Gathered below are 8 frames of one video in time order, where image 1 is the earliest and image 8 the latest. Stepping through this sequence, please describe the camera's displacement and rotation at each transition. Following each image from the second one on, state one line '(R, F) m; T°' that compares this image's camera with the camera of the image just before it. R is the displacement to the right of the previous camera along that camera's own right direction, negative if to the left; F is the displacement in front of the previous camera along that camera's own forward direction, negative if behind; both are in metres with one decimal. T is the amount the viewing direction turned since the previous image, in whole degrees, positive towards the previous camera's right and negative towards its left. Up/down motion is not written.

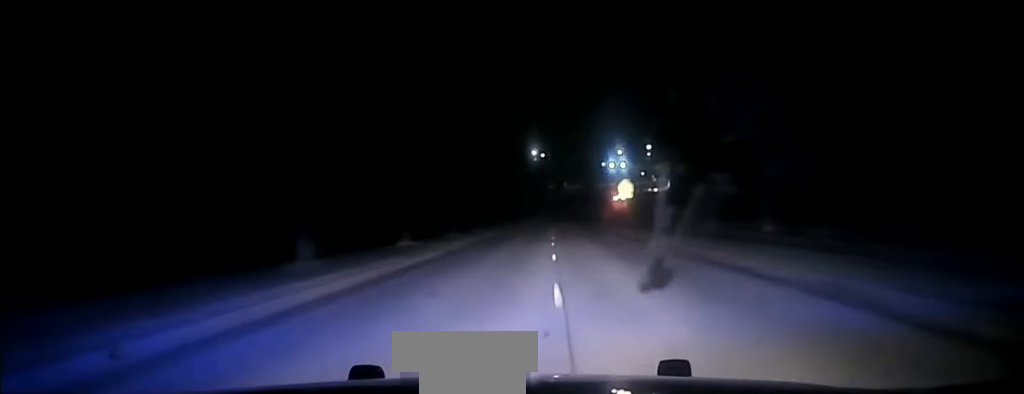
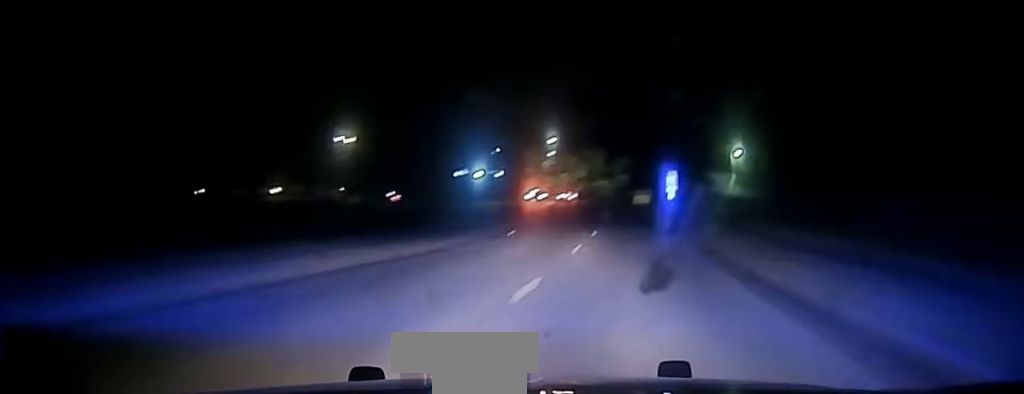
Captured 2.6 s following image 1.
(+2.5, +121.8) m; +4°
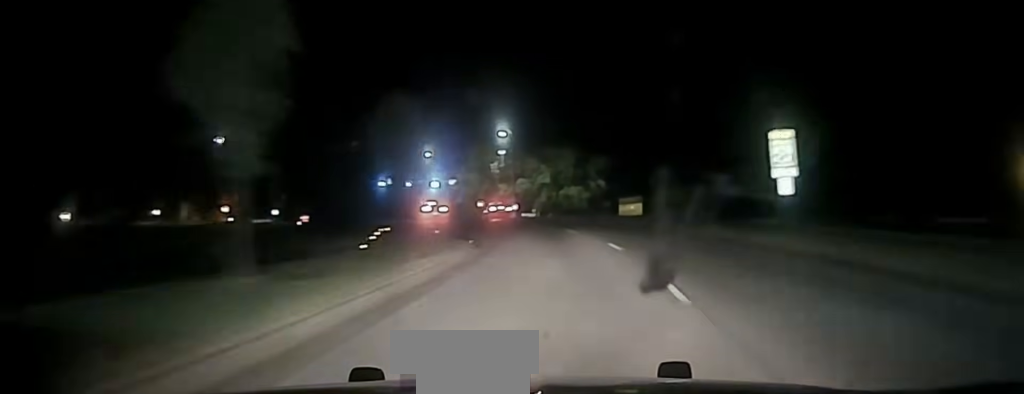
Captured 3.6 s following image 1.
(+1.5, +40.7) m; +4°
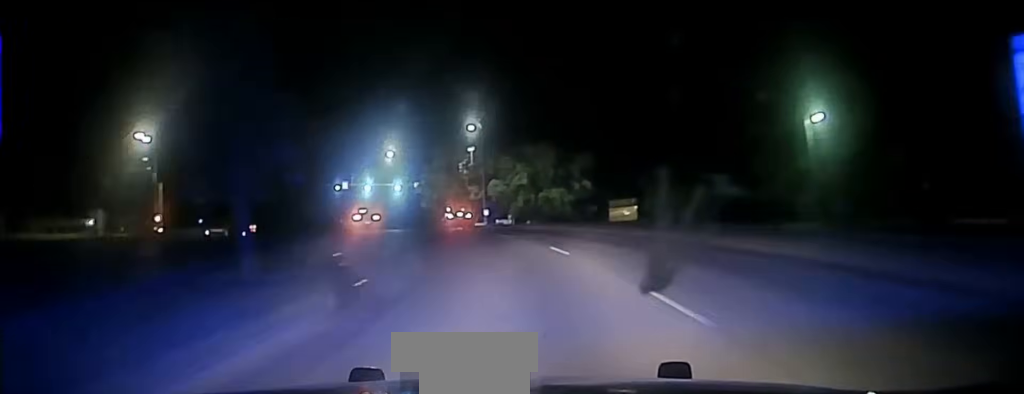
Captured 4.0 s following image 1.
(+0.7, +16.0) m; +1°
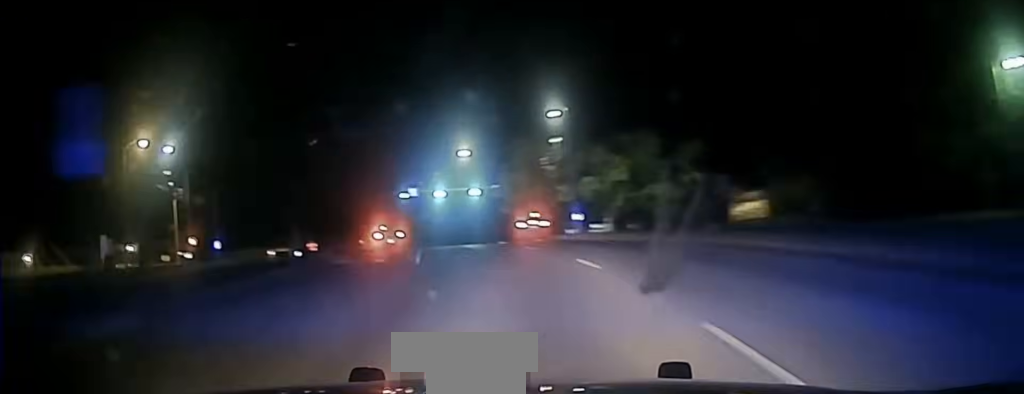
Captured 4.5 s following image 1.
(+0.4, +17.9) m; 0°
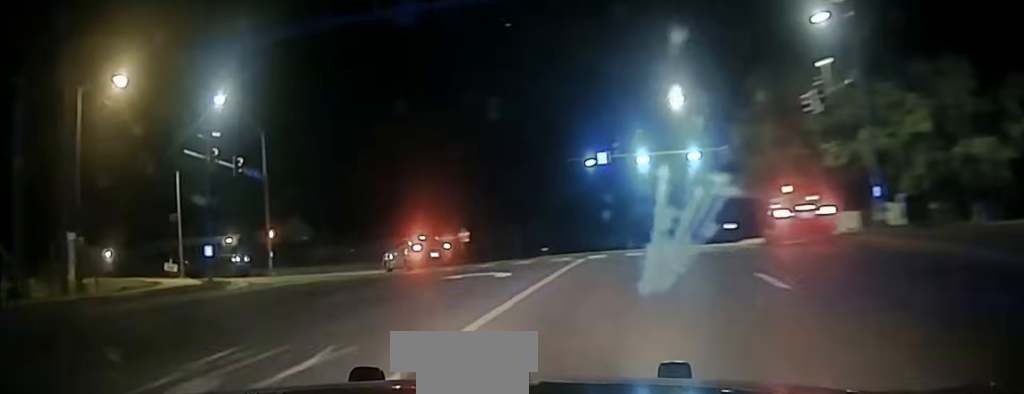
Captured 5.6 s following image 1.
(-1.4, +33.1) m; -10°
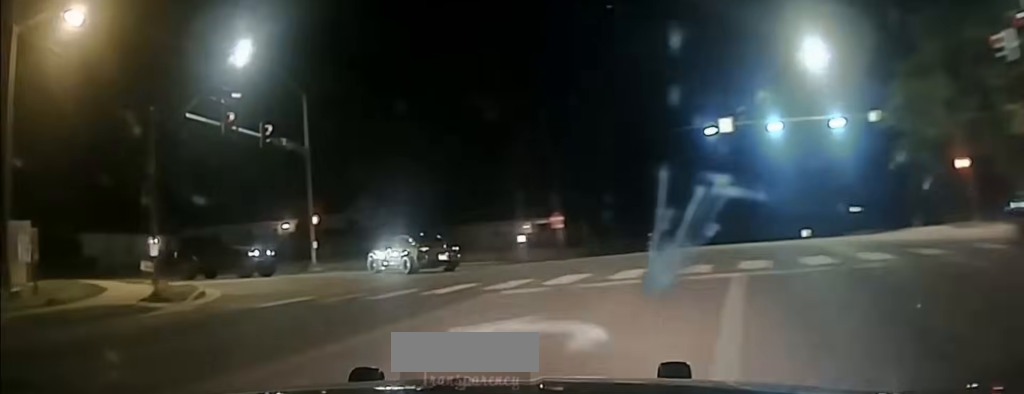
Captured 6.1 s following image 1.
(-1.1, +12.7) m; -8°
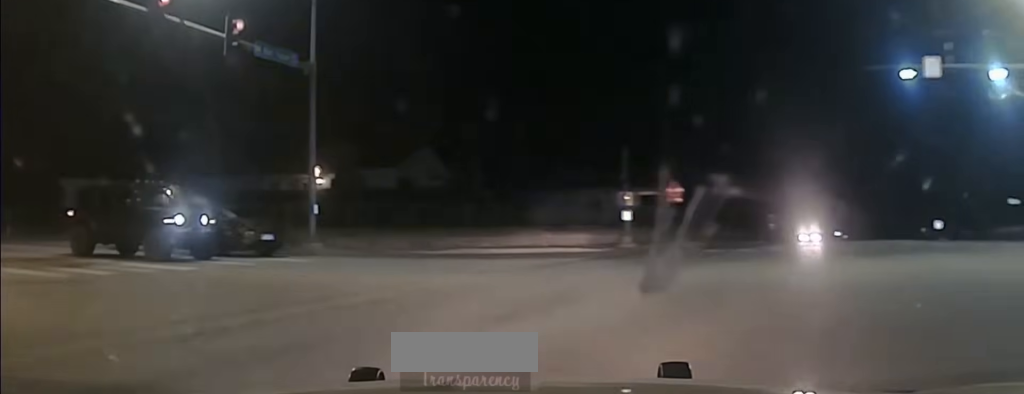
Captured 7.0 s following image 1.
(-2.2, +17.0) m; -13°
